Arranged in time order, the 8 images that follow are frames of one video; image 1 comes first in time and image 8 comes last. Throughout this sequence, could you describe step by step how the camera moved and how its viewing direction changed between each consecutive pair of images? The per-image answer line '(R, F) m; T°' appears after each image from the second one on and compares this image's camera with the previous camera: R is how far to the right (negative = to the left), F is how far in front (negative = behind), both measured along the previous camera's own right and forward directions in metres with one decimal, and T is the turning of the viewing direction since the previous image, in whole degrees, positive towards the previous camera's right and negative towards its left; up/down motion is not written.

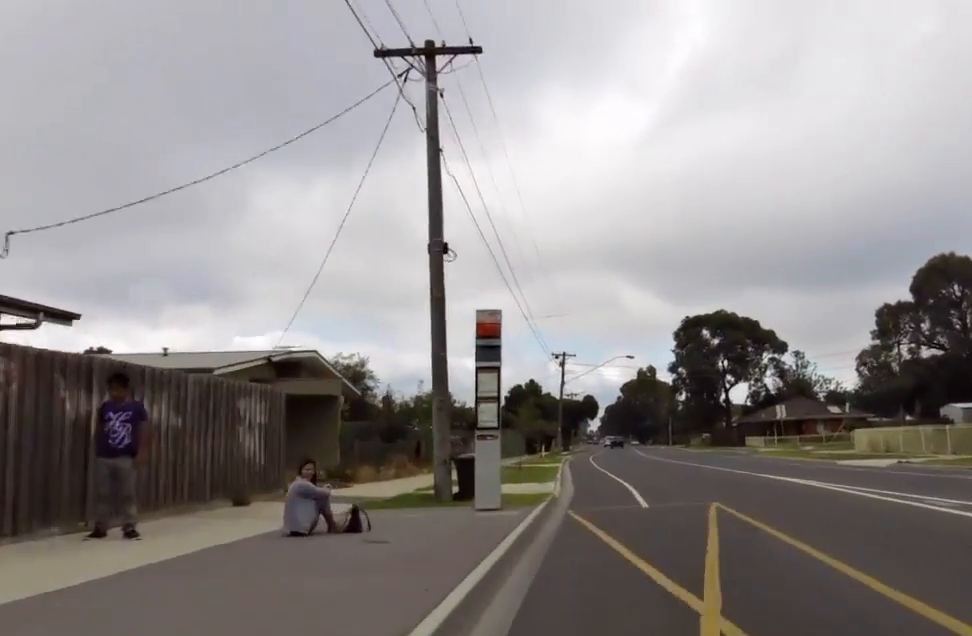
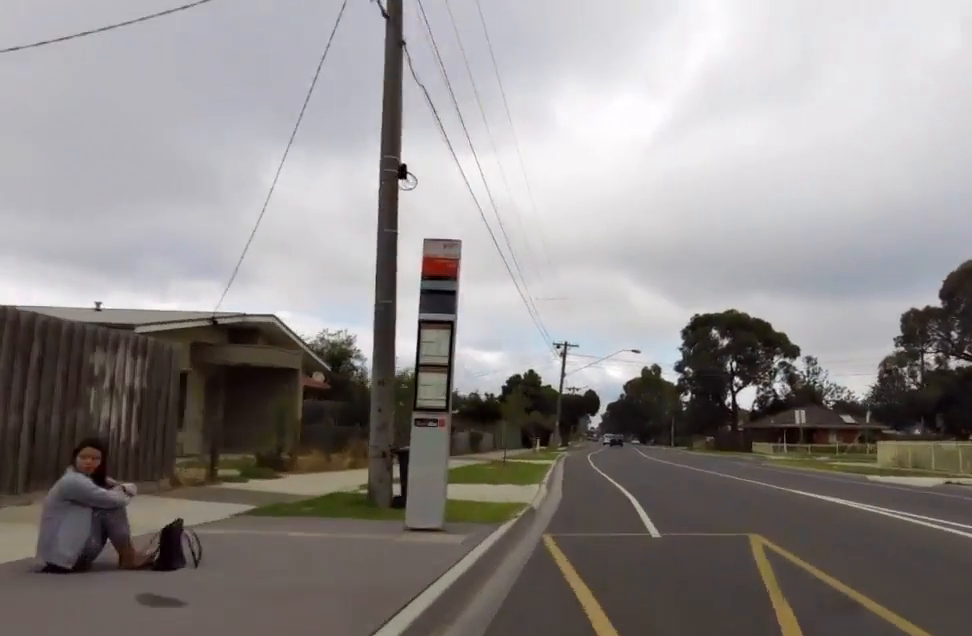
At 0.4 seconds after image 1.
(+0.1, +3.7) m; -3°
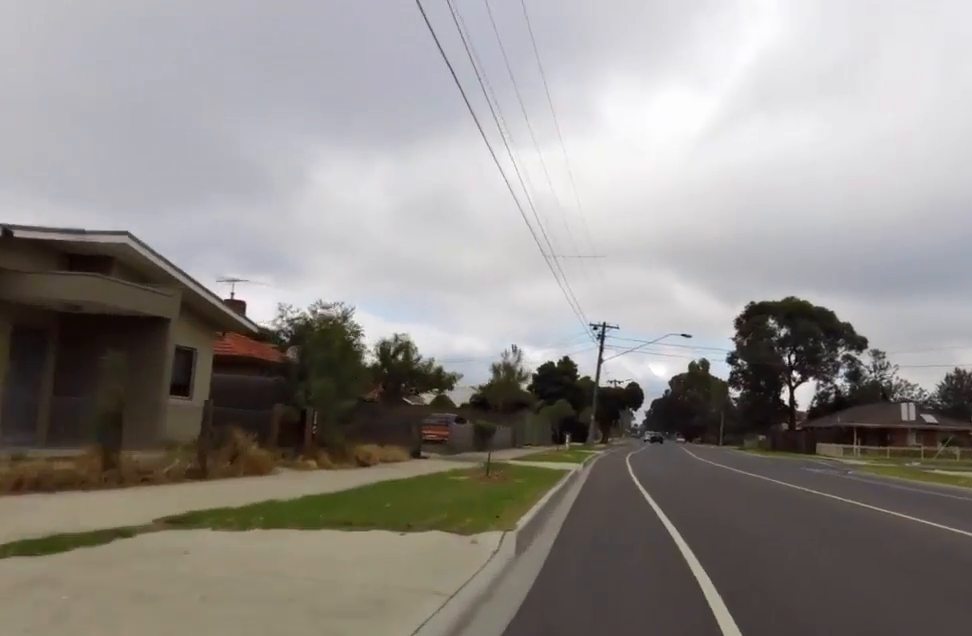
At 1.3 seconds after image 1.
(-0.5, +8.6) m; -7°
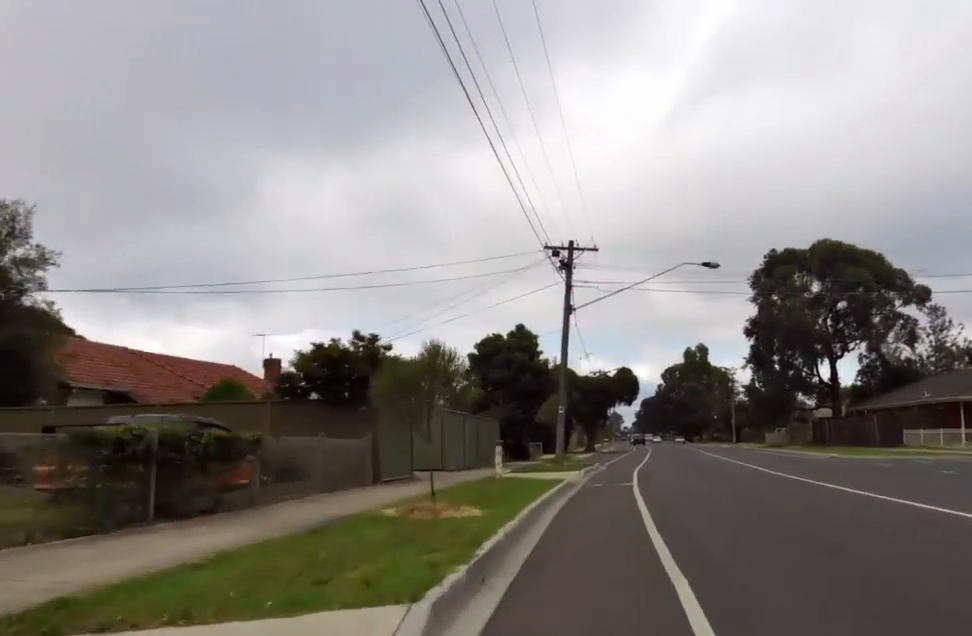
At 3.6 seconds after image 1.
(+0.3, +21.0) m; +4°
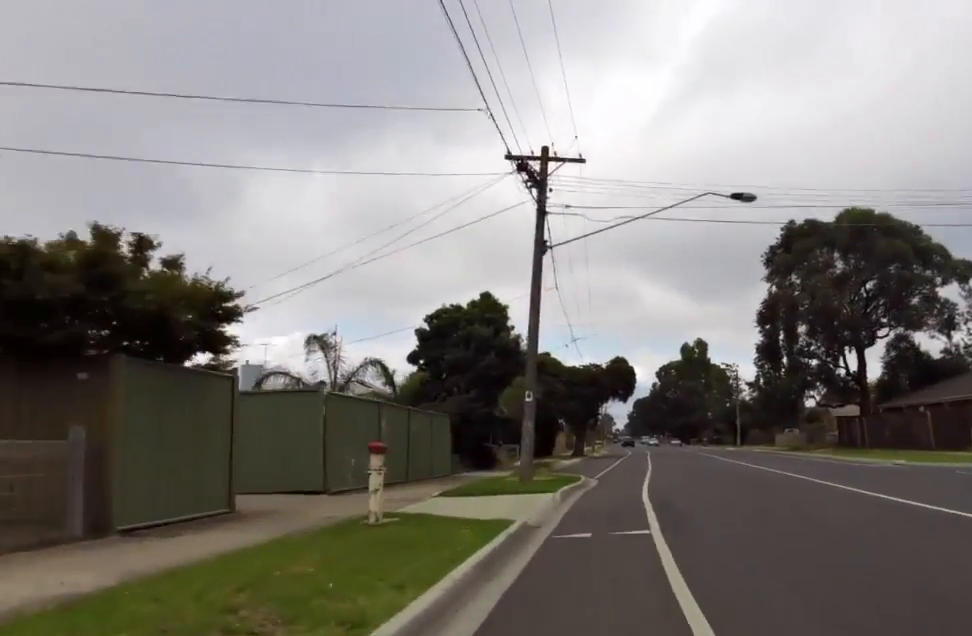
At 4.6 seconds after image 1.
(-0.5, +8.9) m; 0°
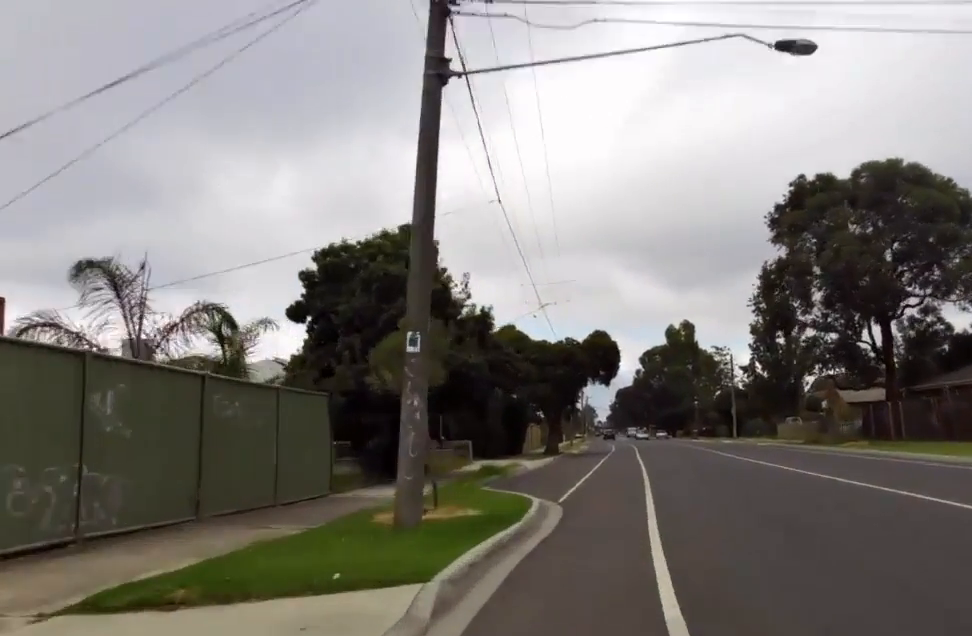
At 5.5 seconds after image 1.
(+0.4, +8.9) m; 0°
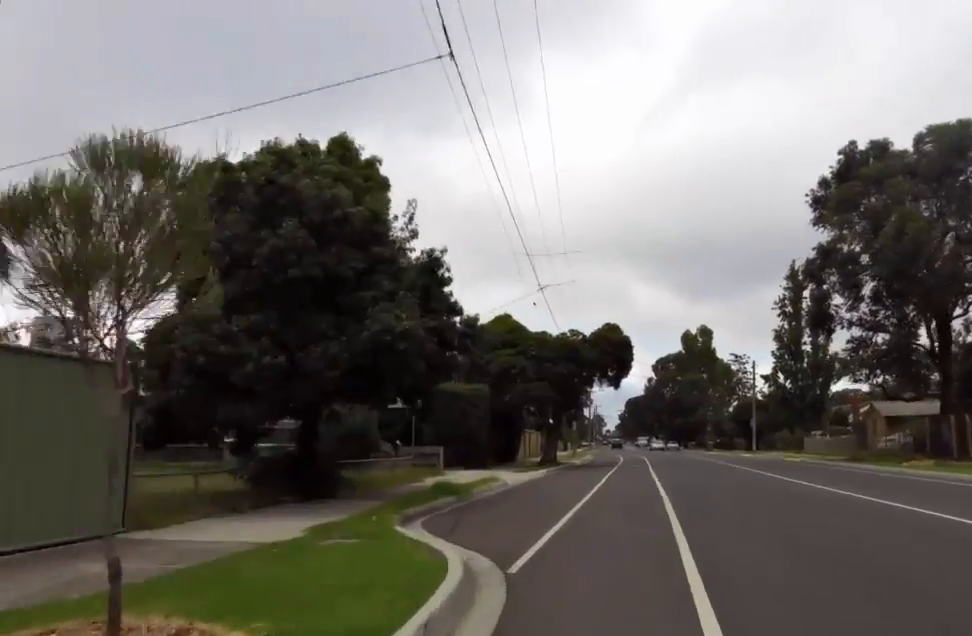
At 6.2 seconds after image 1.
(0.0, +6.4) m; 0°
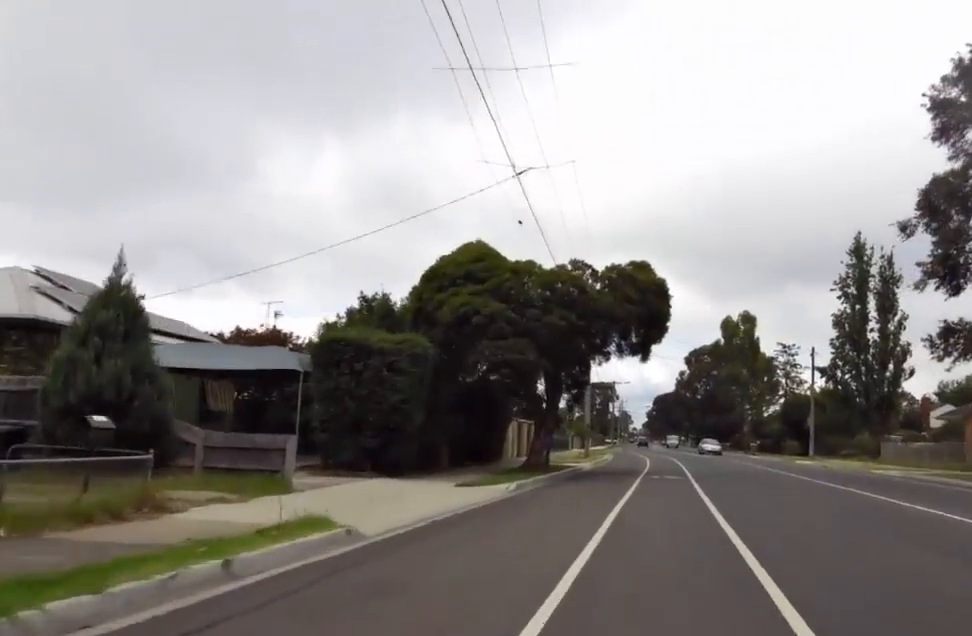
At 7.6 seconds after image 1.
(0.0, +12.3) m; +6°
